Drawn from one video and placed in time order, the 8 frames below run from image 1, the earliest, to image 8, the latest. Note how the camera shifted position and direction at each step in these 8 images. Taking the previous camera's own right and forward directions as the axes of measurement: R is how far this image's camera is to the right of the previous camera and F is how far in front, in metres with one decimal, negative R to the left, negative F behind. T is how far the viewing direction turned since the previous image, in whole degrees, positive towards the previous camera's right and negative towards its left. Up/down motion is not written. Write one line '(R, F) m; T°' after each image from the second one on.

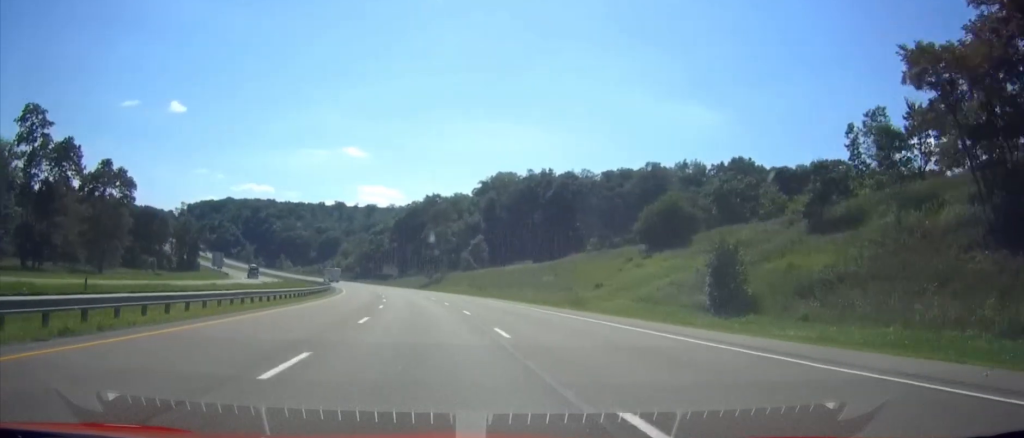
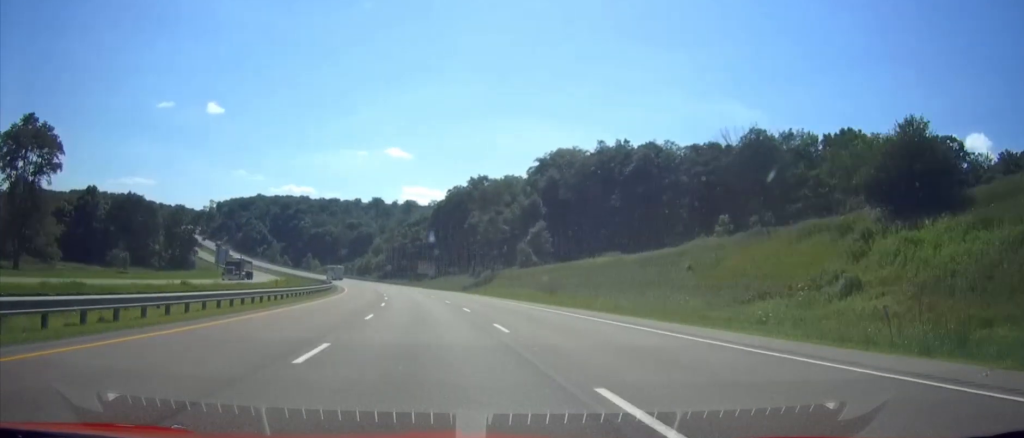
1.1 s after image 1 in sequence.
(-1.9, +35.0) m; -3°
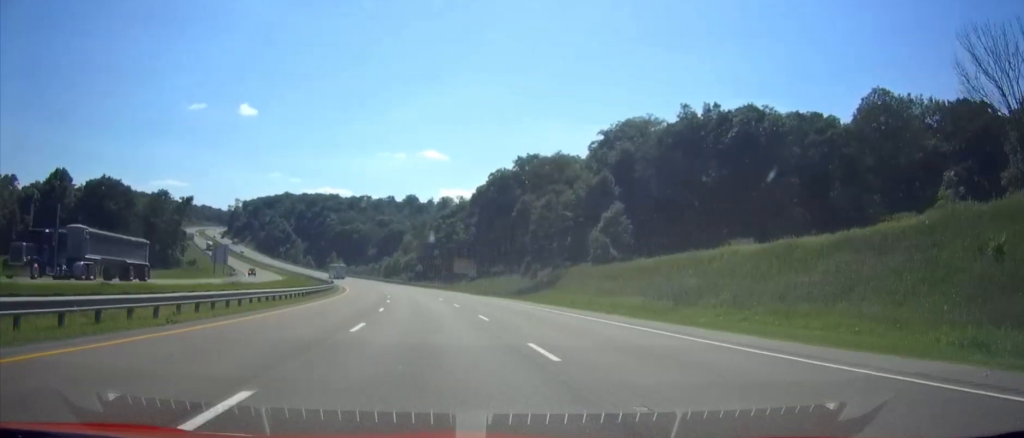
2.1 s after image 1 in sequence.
(0.0, +30.1) m; 0°
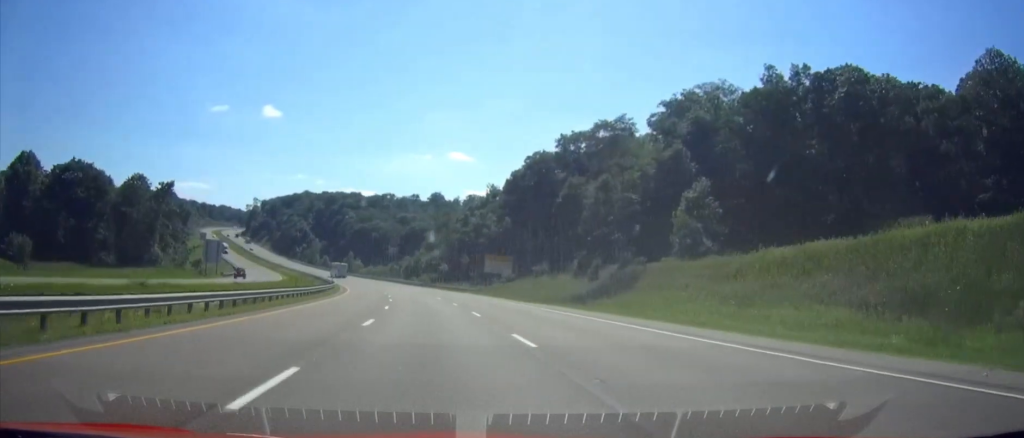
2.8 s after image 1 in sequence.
(0.0, +21.9) m; 0°
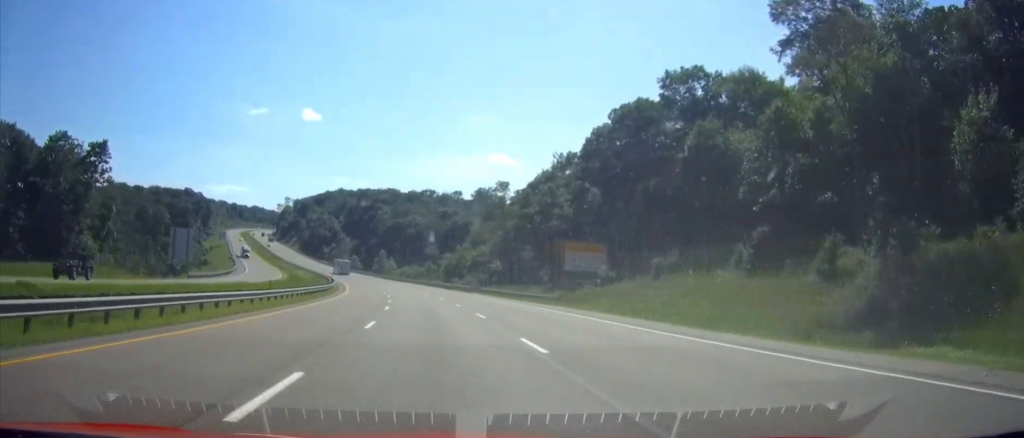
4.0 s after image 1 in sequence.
(0.0, +36.6) m; 0°
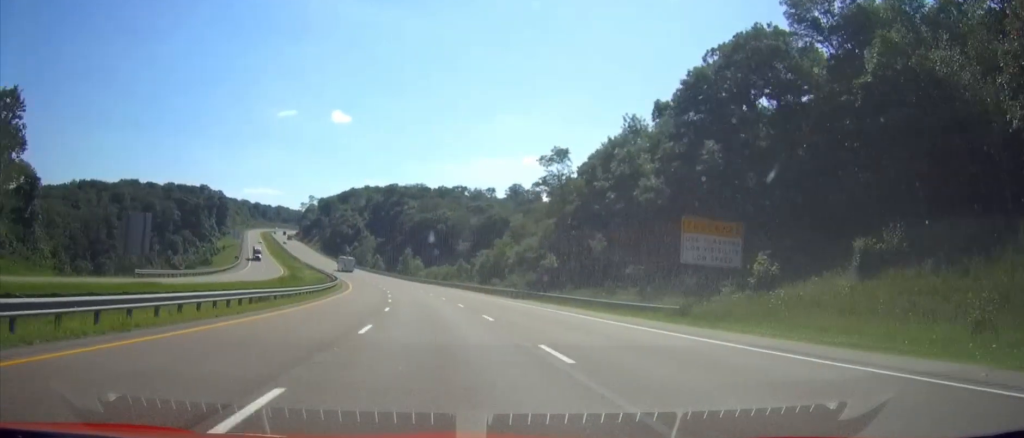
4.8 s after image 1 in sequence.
(0.0, +25.3) m; 0°
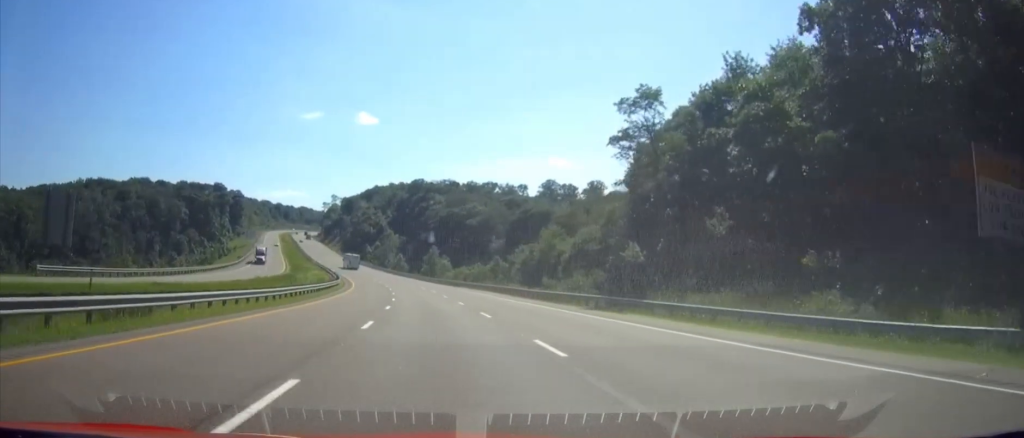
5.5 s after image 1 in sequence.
(0.0, +23.3) m; 0°
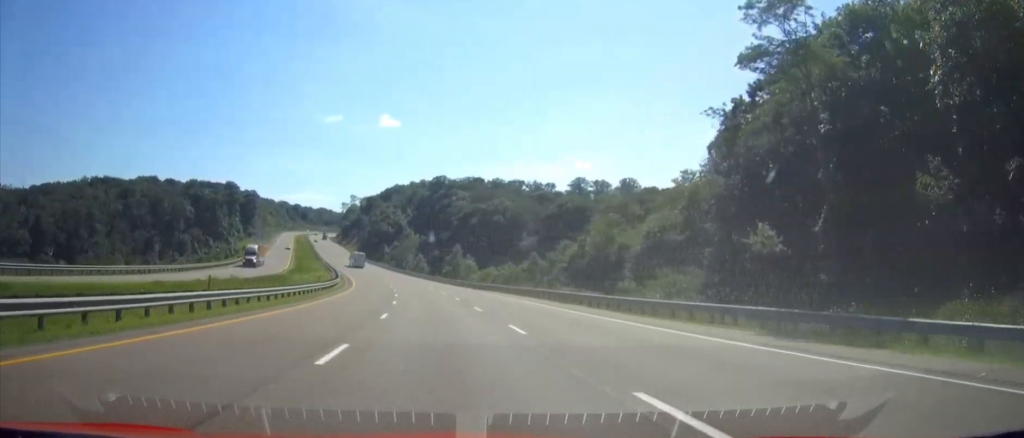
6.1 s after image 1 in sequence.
(0.0, +19.2) m; 0°
